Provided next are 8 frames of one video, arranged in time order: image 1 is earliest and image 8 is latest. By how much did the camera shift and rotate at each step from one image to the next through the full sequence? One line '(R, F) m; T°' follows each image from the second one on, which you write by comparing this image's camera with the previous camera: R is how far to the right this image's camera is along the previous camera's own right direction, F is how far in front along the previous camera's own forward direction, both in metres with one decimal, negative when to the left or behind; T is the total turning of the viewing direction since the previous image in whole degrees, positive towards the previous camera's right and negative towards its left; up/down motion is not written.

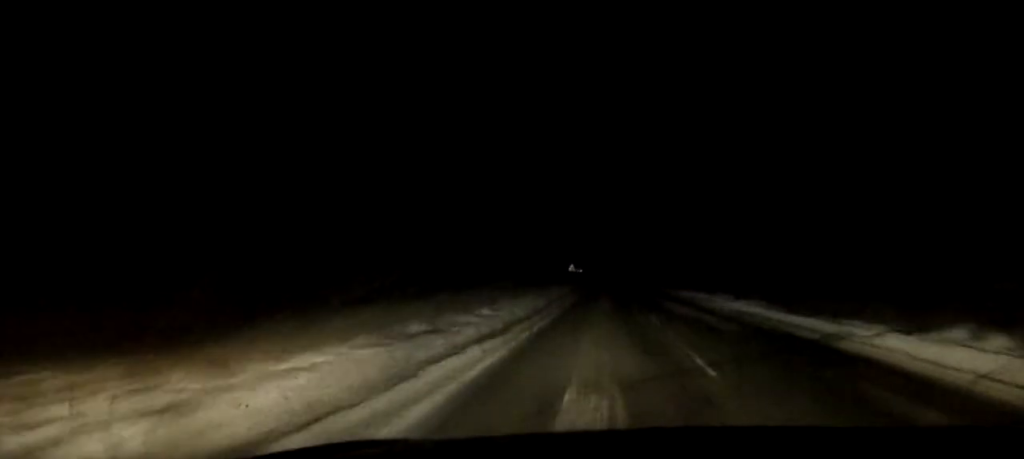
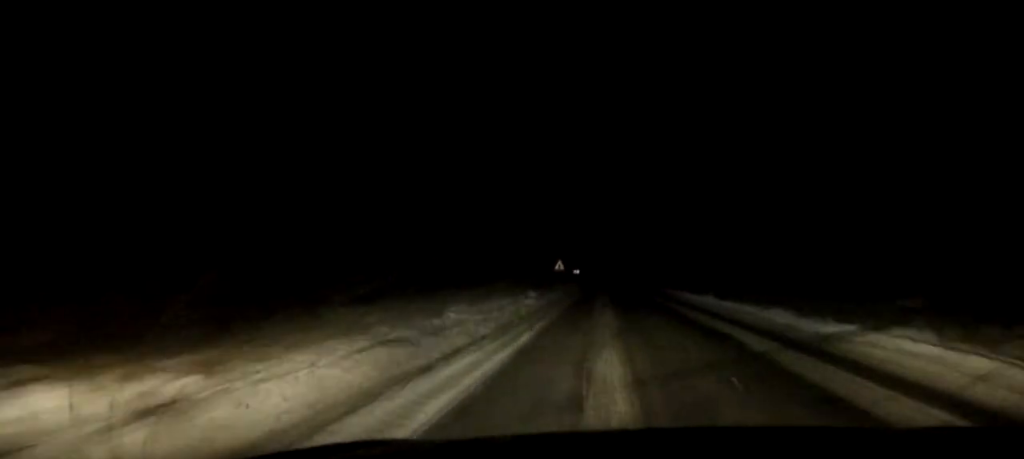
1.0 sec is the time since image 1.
(-0.1, +24.0) m; 0°
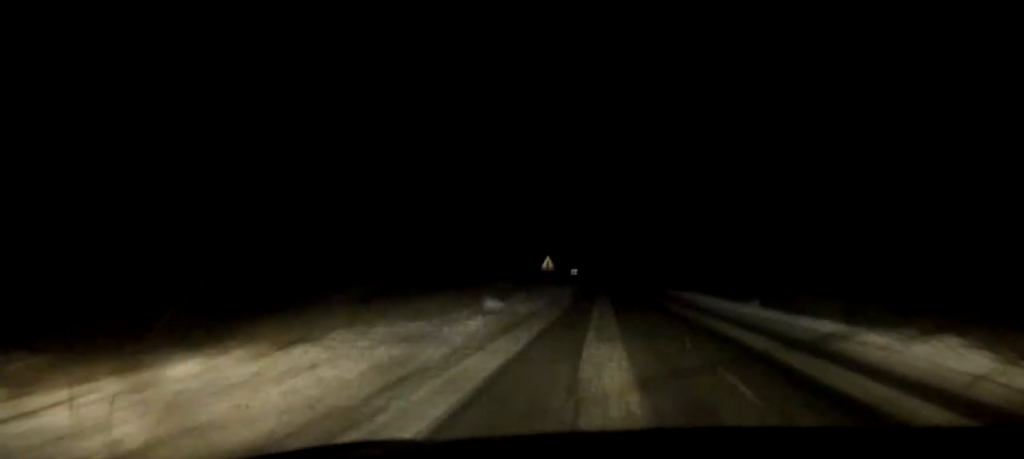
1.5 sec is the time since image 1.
(0.0, +12.7) m; 0°
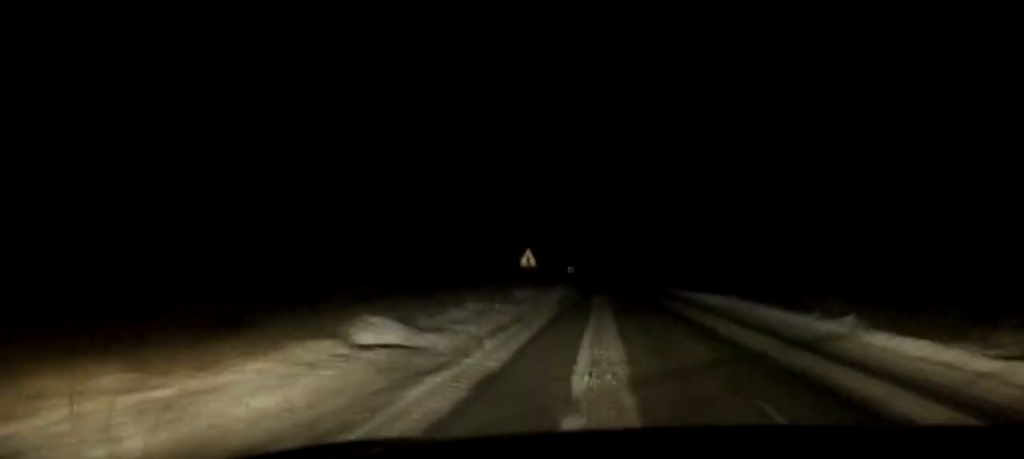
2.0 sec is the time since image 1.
(0.0, +11.9) m; 0°
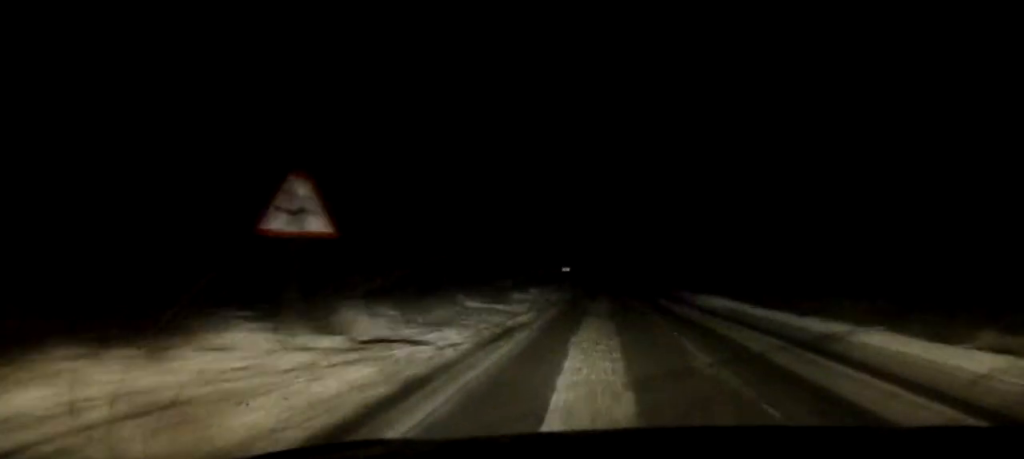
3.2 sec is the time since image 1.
(0.0, +28.3) m; 0°
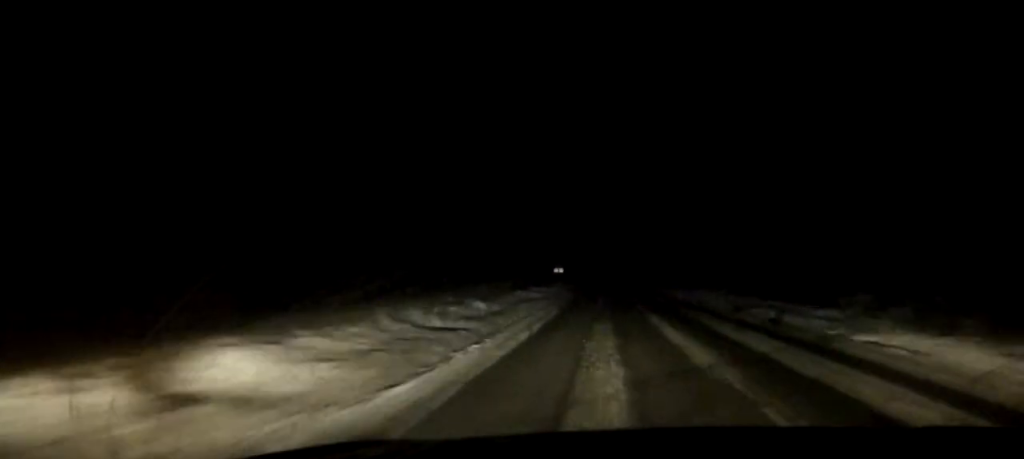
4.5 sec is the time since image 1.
(0.0, +32.3) m; 0°
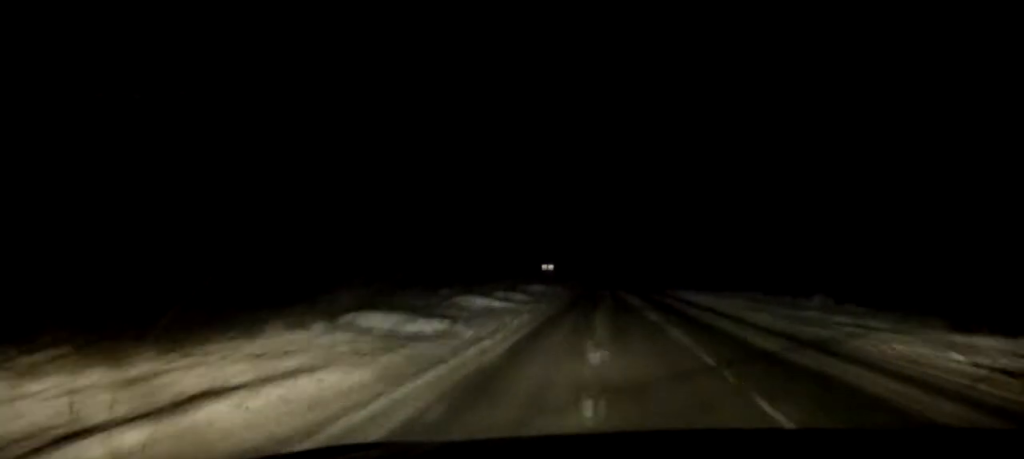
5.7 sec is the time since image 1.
(0.0, +25.9) m; 0°
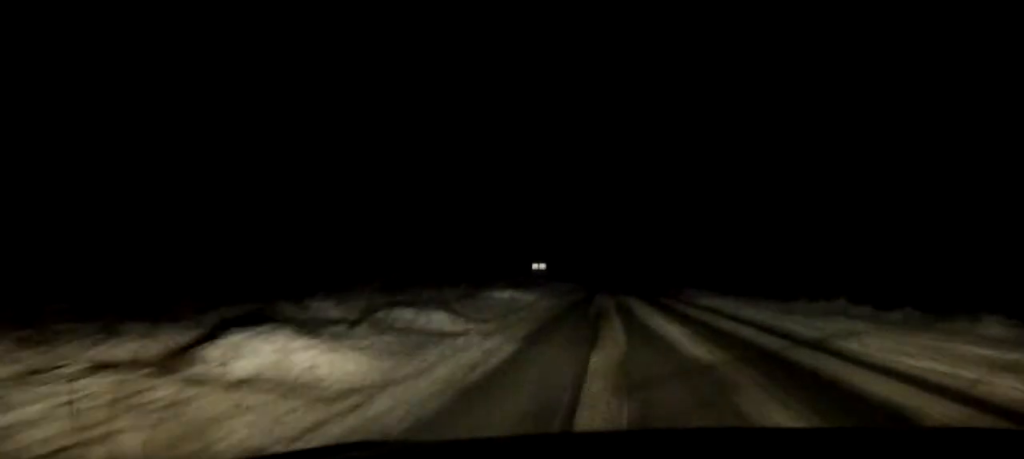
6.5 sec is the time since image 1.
(0.0, +17.0) m; 0°
